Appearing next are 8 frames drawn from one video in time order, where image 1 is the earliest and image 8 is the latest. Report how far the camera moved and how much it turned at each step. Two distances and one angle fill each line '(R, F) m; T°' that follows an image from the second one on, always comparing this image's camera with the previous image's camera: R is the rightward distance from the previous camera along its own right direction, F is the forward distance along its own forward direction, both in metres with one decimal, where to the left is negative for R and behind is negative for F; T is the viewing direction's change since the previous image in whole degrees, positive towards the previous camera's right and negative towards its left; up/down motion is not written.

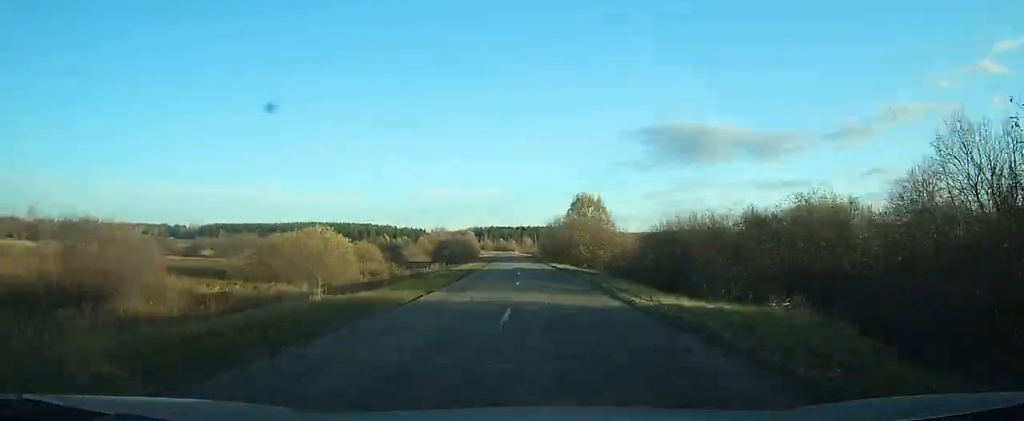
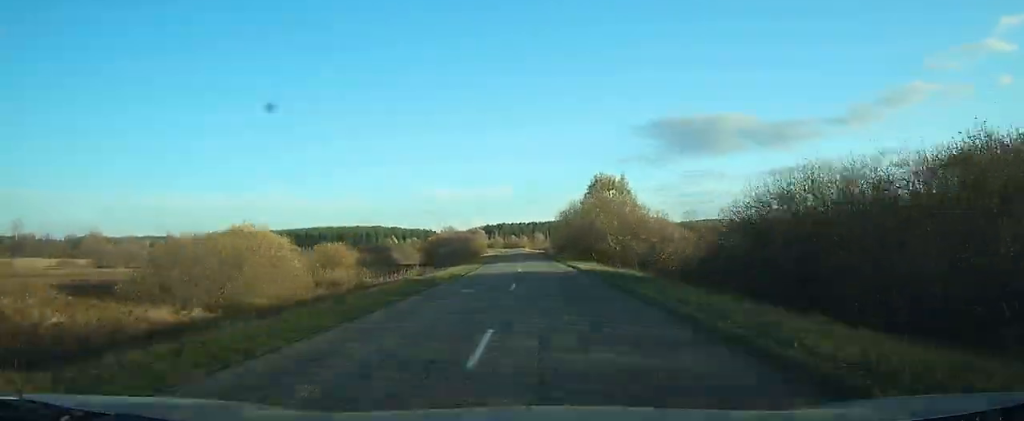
(0.0, +16.8) m; 0°
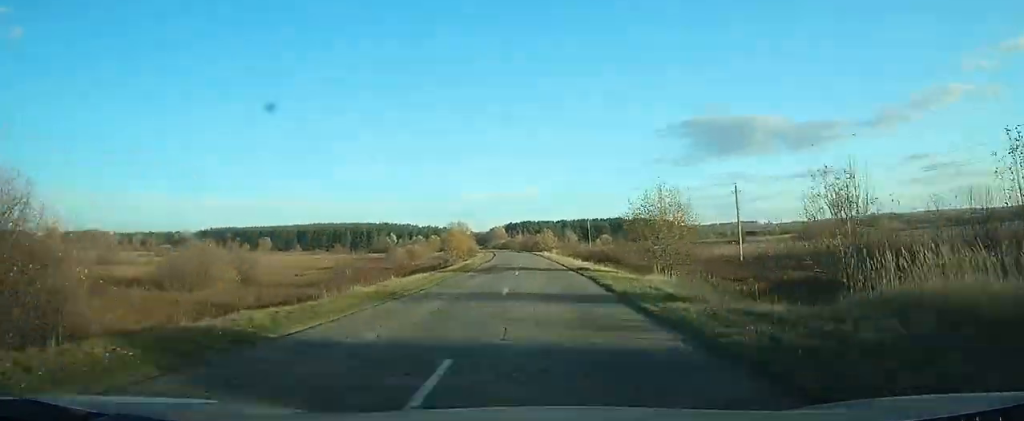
(-1.8, +86.5) m; -2°
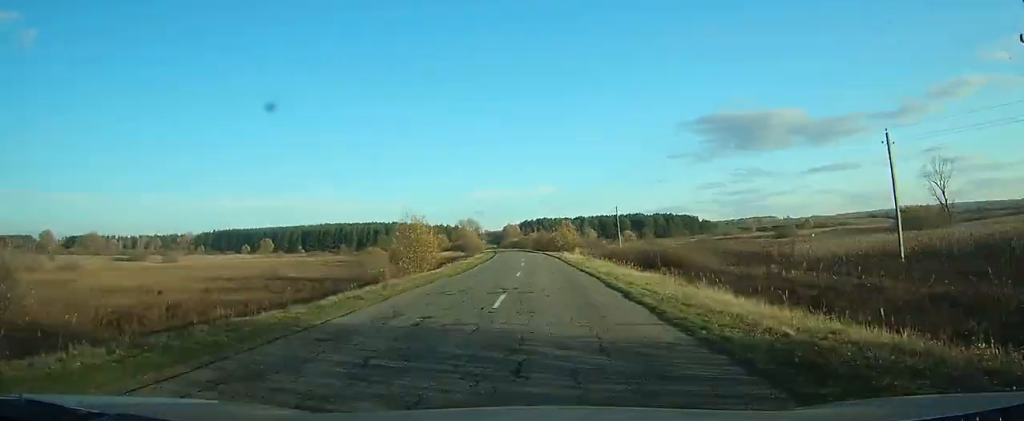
(-0.3, +27.4) m; -1°
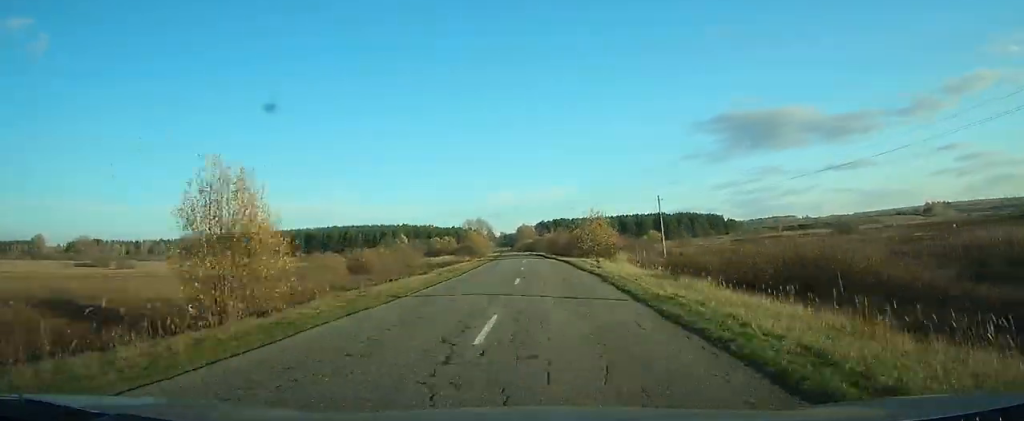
(-0.2, +27.5) m; -1°
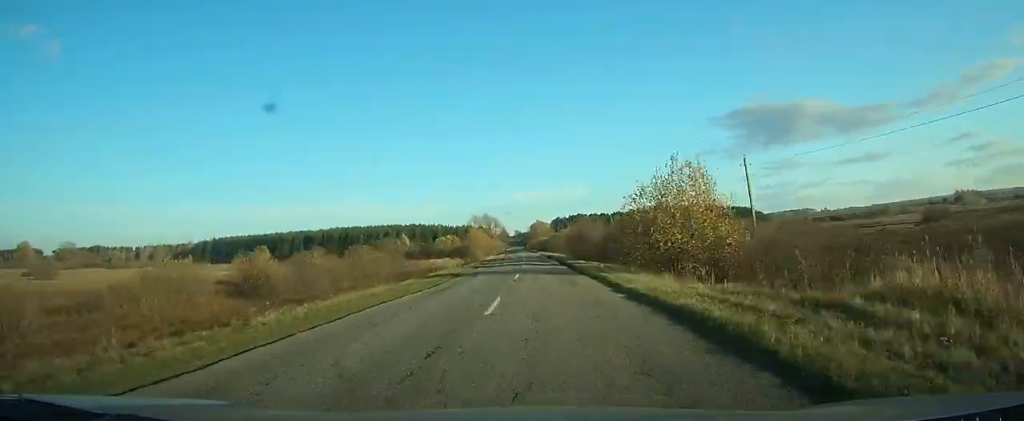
(-0.6, +32.2) m; -2°
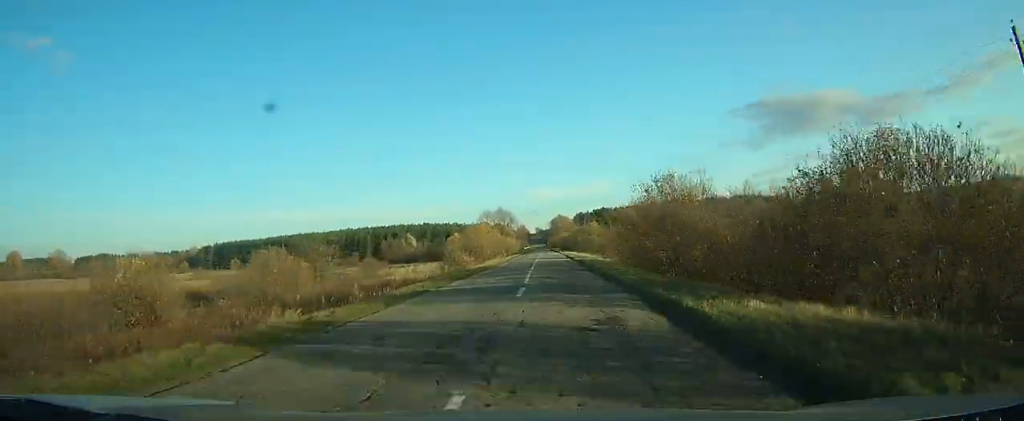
(-0.4, +33.3) m; 0°
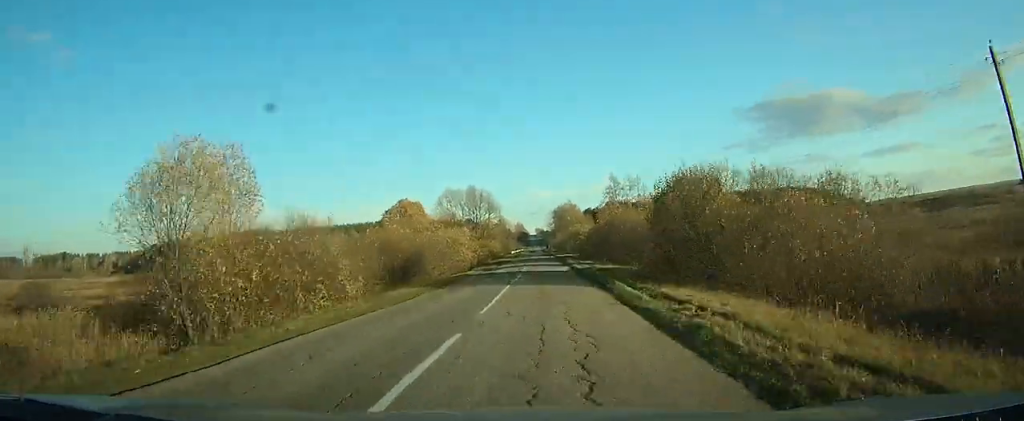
(-0.7, +79.5) m; -3°
